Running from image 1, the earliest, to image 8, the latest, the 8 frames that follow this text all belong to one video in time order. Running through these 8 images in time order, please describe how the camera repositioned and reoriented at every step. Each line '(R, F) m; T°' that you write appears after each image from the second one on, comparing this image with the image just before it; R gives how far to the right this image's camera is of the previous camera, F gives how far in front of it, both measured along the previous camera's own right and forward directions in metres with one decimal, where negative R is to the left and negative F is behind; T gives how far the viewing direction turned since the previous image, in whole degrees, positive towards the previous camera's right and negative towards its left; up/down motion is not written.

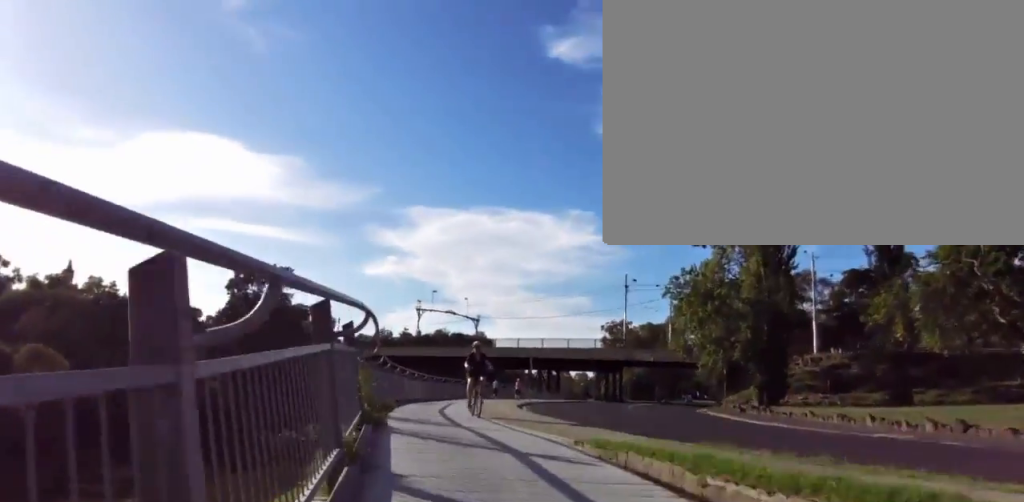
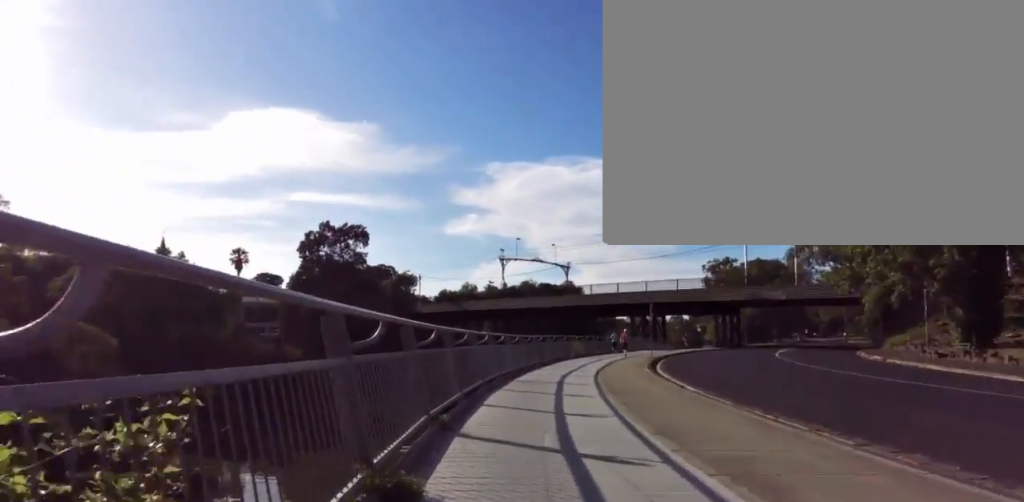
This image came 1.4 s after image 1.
(+0.8, +8.7) m; -4°
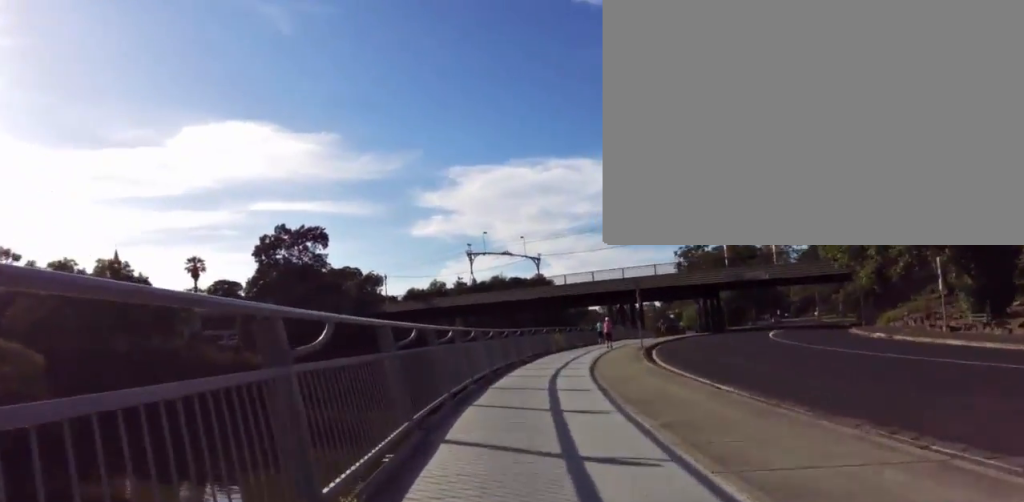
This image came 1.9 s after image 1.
(-0.9, +3.2) m; 0°
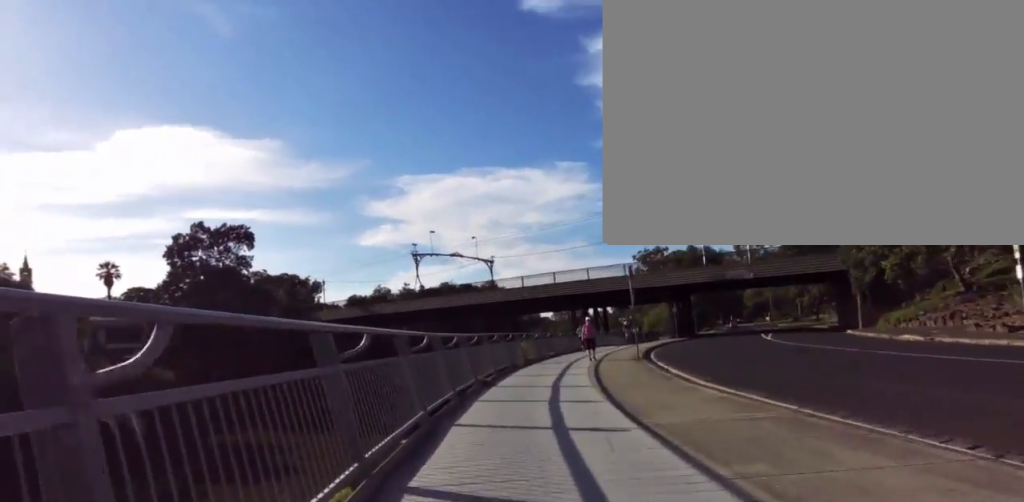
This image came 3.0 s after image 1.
(+0.5, +7.3) m; +4°
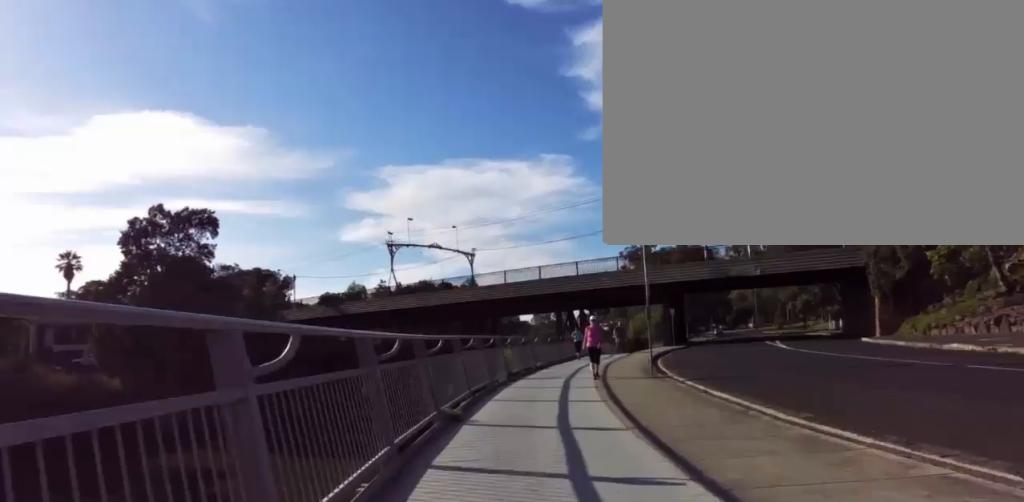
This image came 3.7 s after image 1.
(+0.1, +4.8) m; +2°
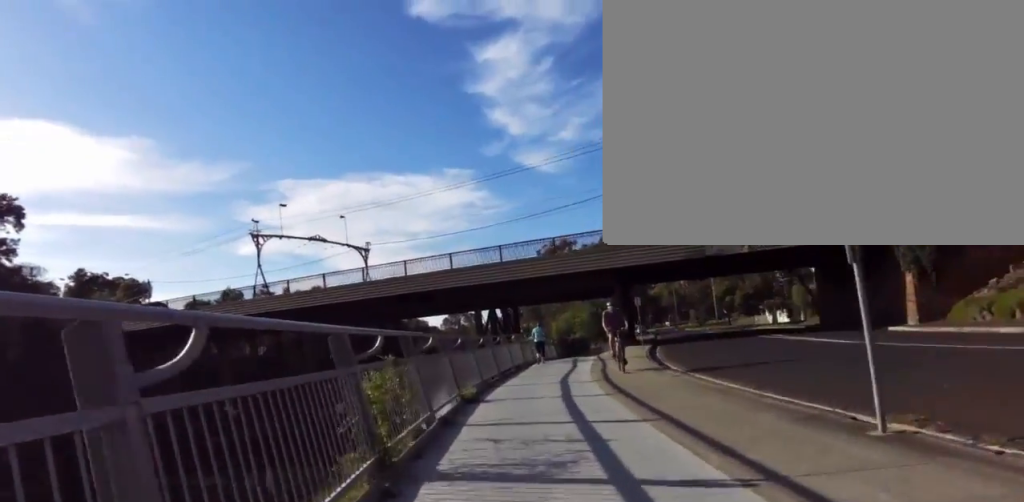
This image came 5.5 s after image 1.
(+0.8, +13.0) m; +13°
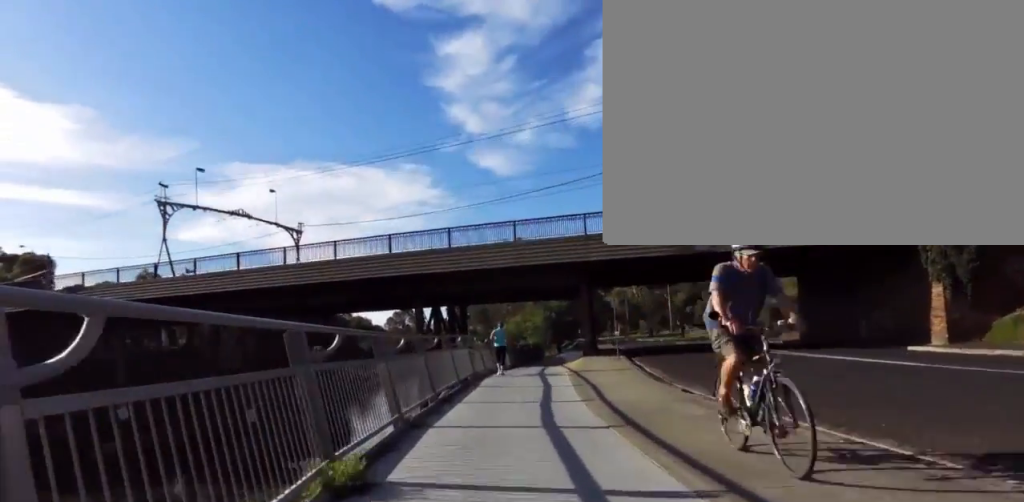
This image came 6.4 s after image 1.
(+0.1, +6.3) m; +9°
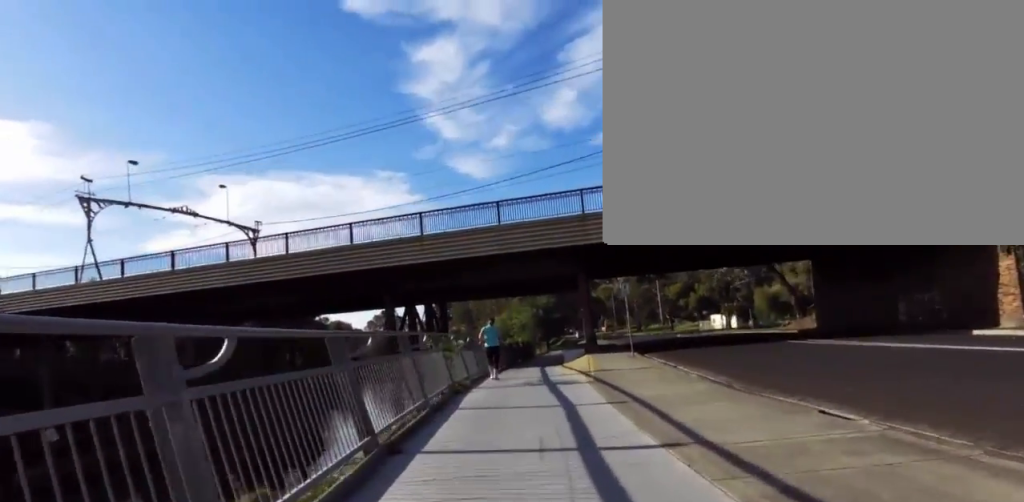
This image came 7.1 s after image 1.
(+0.9, +5.4) m; 0°
